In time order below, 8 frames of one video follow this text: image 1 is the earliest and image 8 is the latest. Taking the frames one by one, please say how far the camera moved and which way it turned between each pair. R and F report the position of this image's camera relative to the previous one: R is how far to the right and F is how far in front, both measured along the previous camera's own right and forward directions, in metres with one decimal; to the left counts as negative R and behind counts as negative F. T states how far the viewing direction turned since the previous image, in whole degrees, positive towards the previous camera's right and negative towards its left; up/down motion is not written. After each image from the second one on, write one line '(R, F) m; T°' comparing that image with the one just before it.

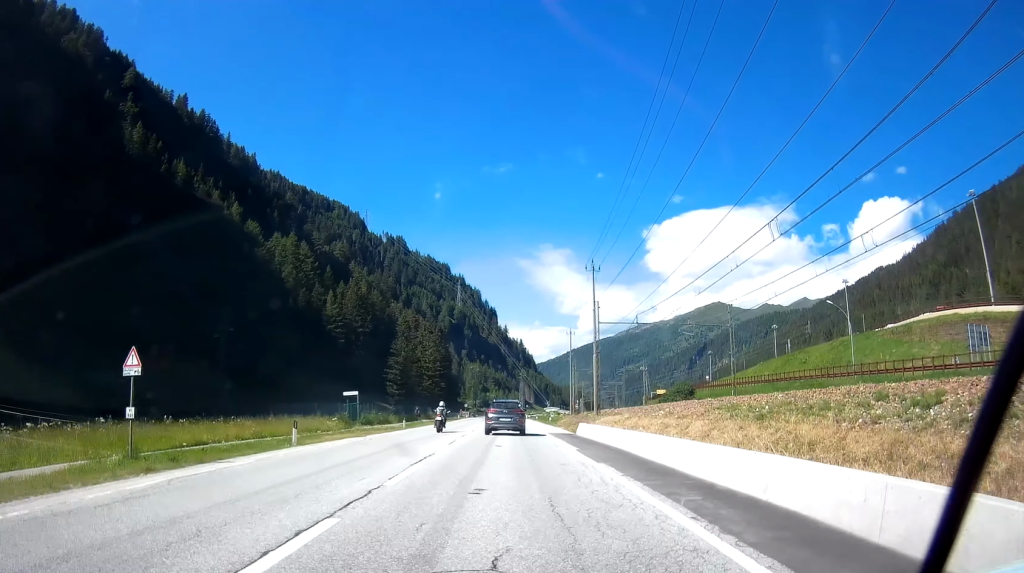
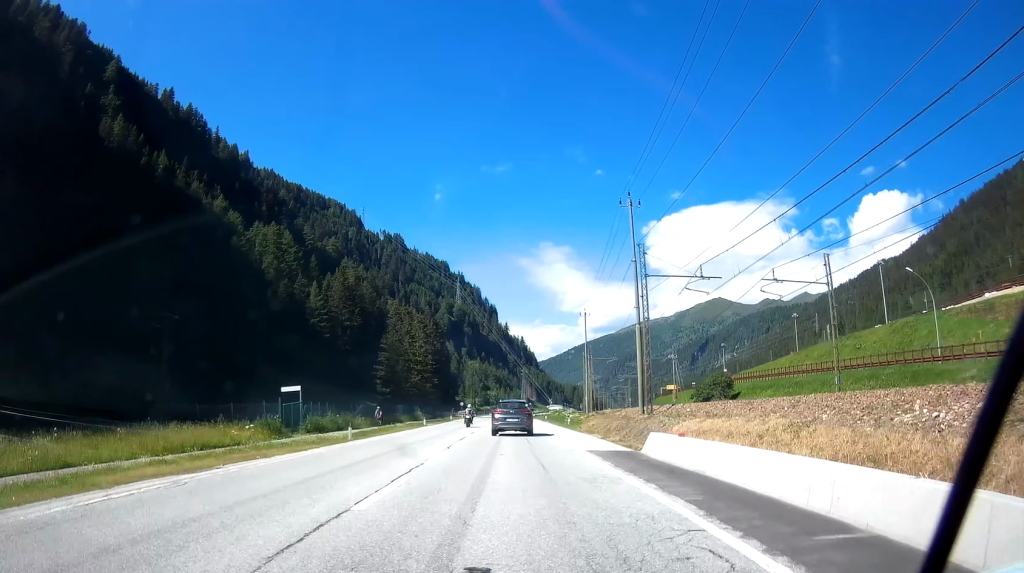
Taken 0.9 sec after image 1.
(+0.1, +16.8) m; 0°
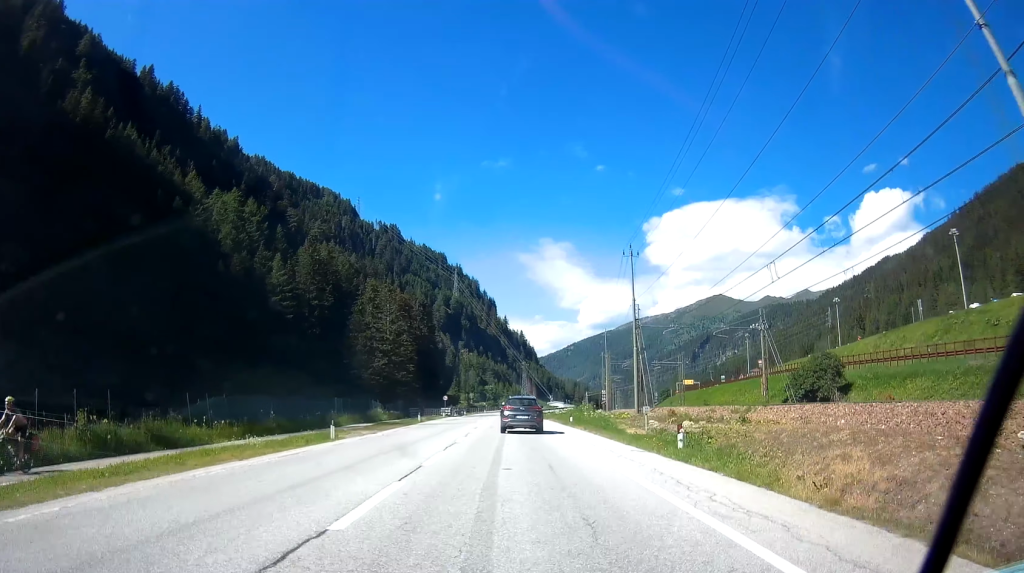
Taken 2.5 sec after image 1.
(-0.1, +30.1) m; 0°
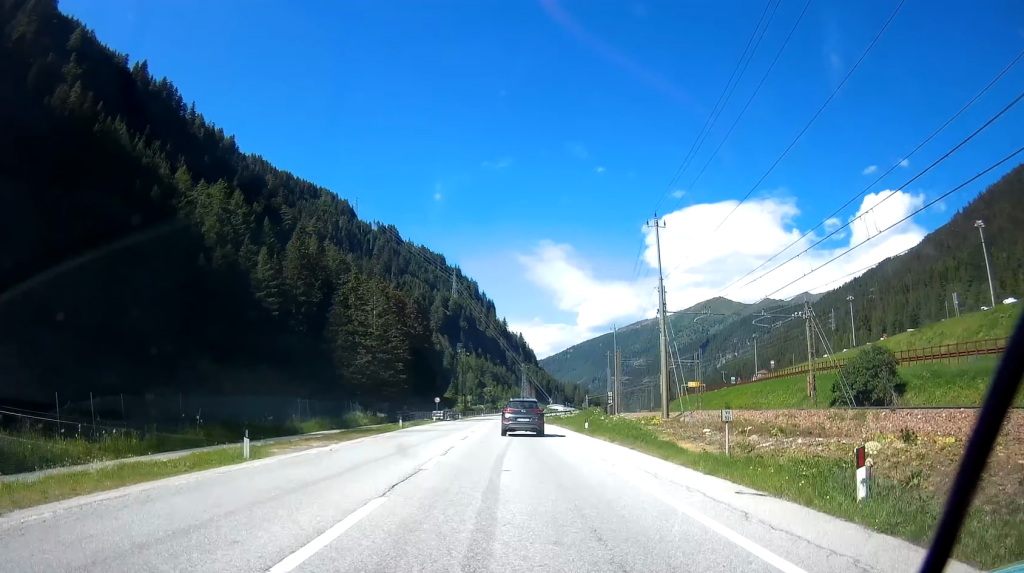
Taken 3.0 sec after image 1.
(0.0, +9.4) m; 0°
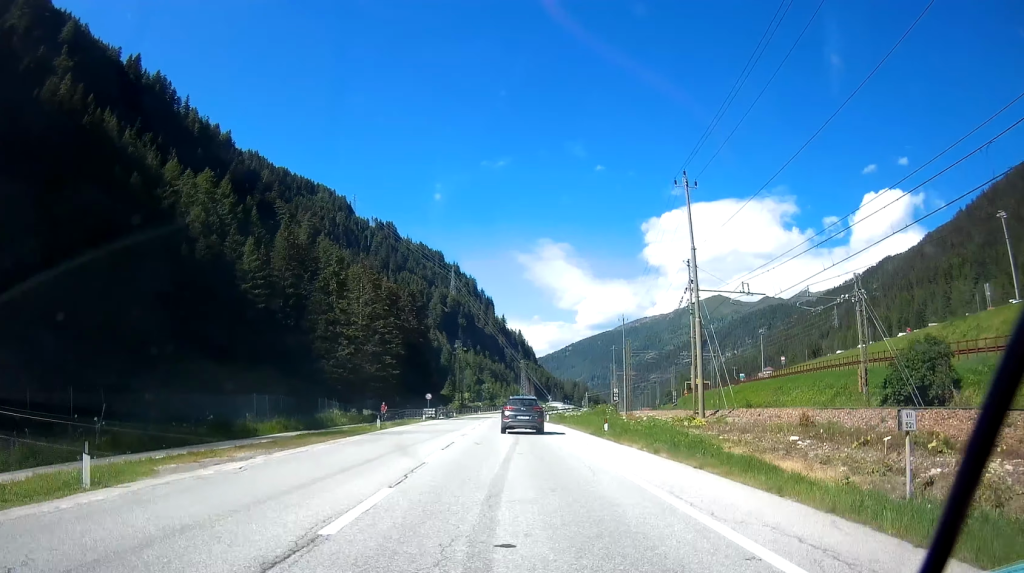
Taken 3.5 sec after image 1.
(0.0, +7.8) m; 0°
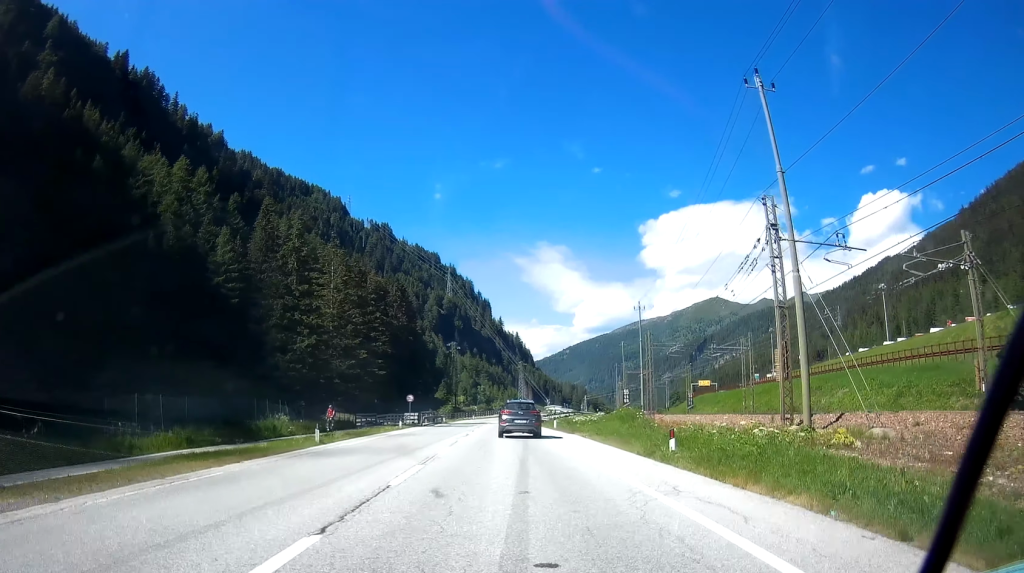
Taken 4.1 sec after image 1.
(0.0, +12.5) m; 0°
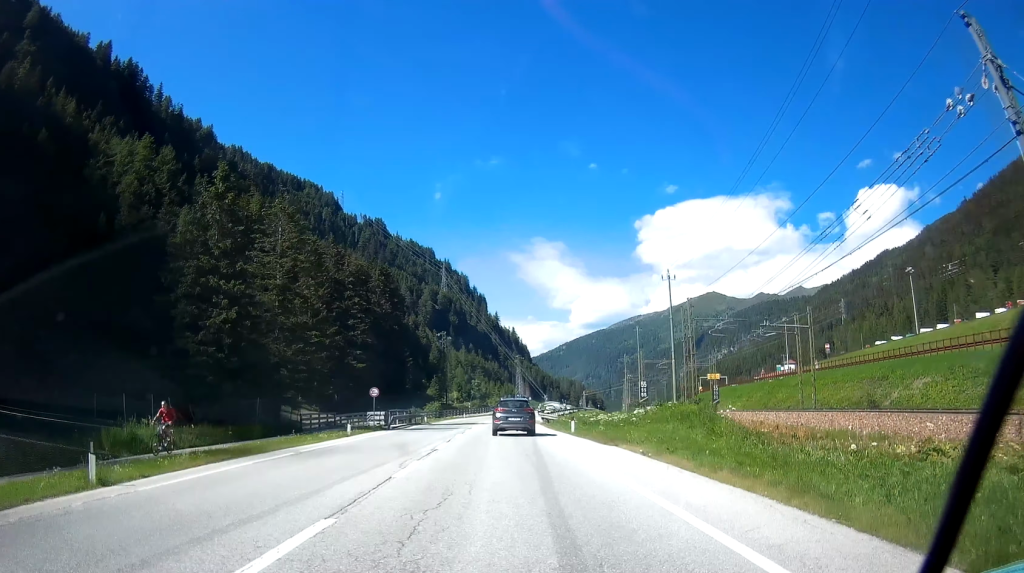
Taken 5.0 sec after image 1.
(-0.1, +14.8) m; 0°
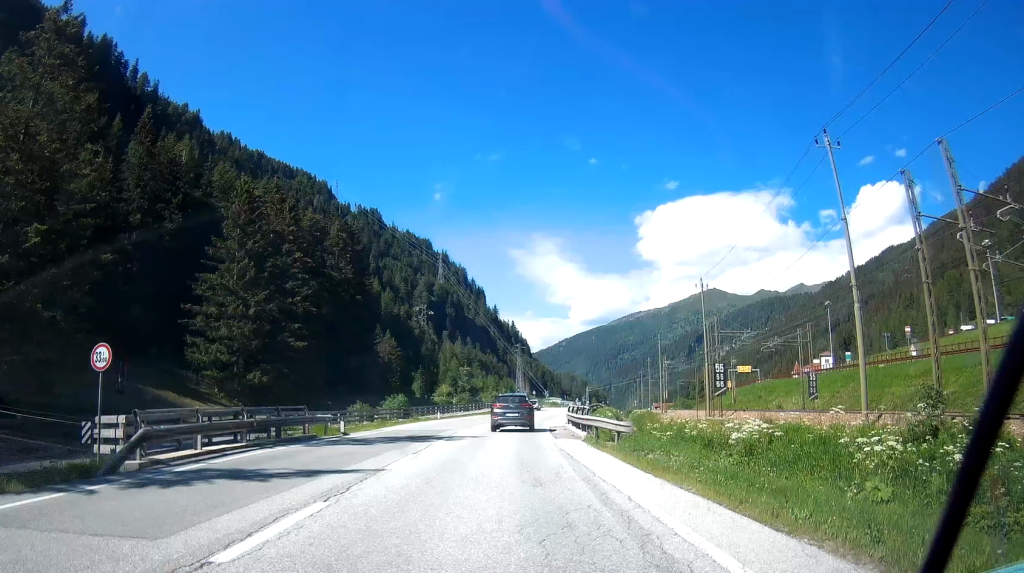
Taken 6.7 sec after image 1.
(+0.2, +26.2) m; +1°
